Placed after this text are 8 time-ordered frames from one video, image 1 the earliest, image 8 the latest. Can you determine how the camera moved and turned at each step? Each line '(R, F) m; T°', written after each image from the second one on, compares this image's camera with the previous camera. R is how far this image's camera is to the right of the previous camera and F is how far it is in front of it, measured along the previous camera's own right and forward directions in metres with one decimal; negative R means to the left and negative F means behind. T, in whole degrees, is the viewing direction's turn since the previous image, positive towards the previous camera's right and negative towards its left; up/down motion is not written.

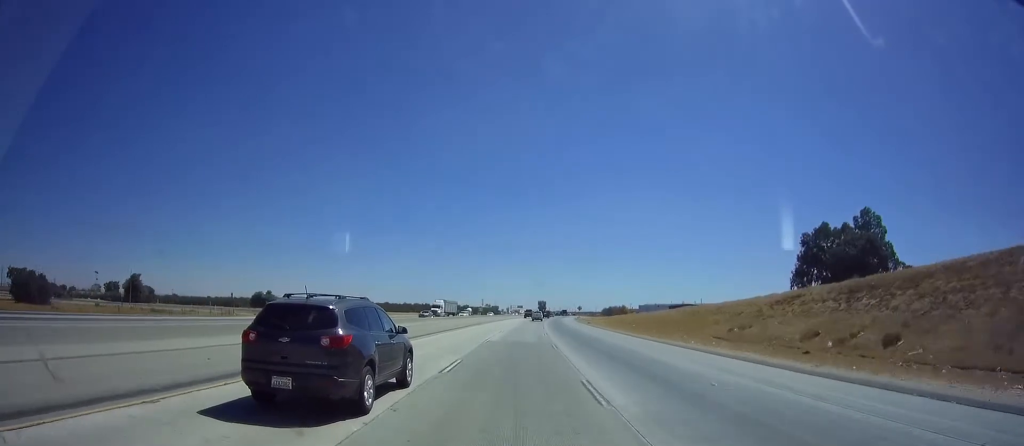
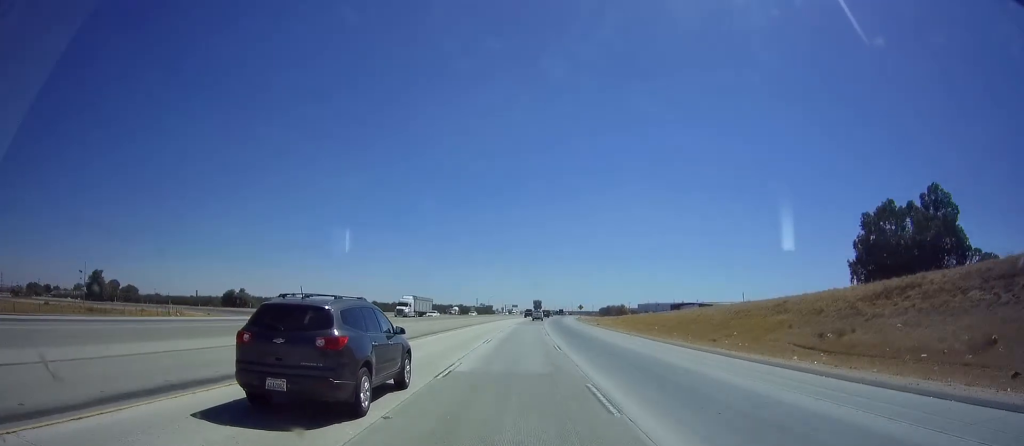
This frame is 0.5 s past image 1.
(+0.1, +15.5) m; 0°
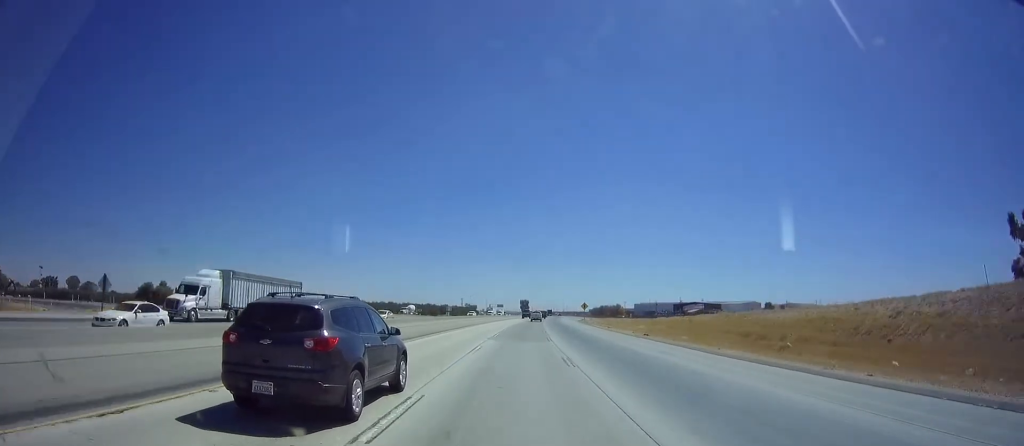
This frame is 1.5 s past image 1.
(-0.2, +35.4) m; +1°
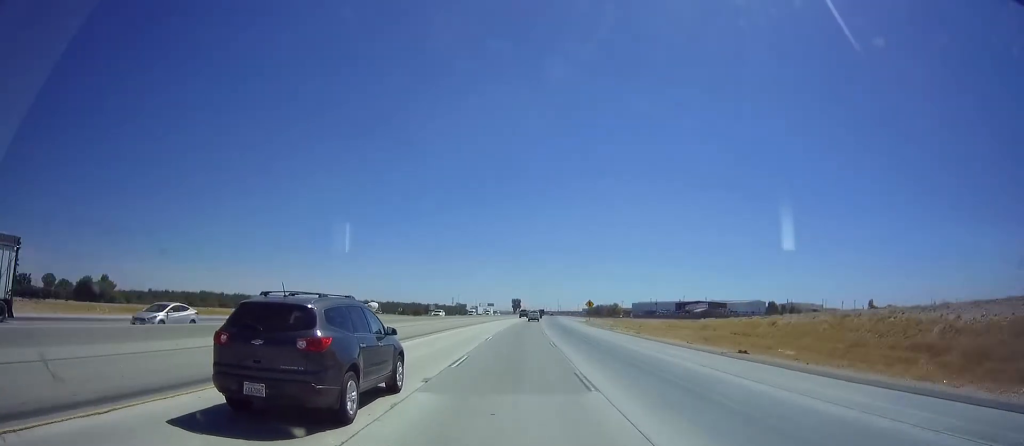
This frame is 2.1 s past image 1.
(+0.2, +19.9) m; +2°
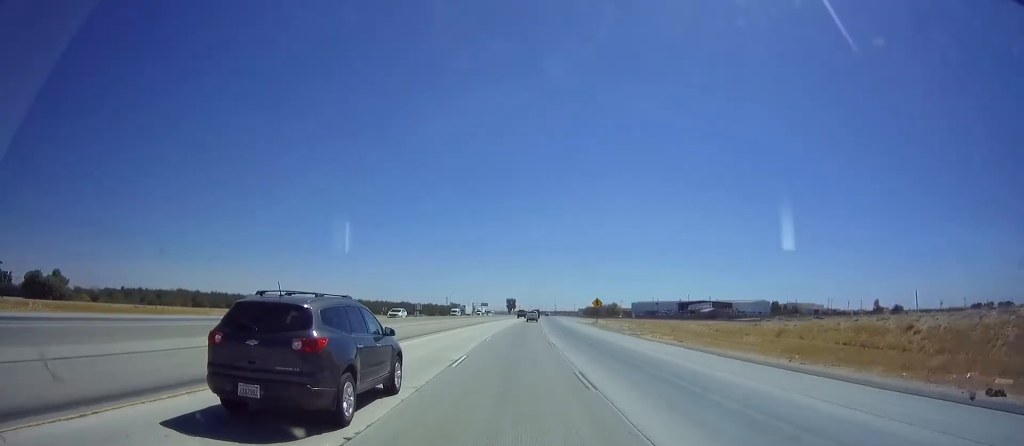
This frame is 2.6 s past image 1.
(+0.2, +14.3) m; +1°
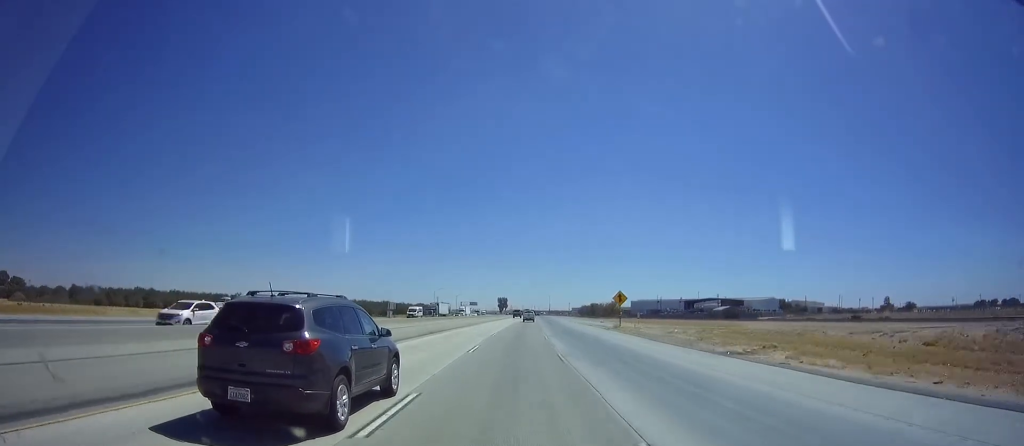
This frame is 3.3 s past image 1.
(+0.3, +23.1) m; +1°
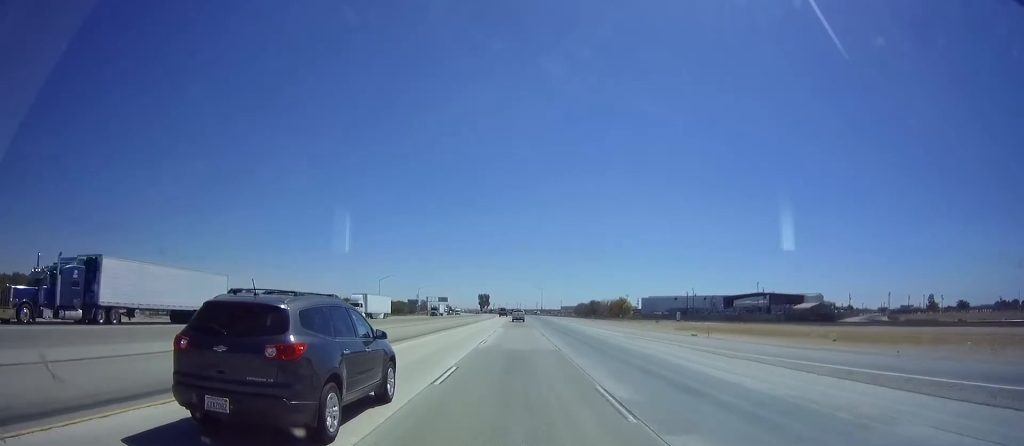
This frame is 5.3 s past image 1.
(+0.3, +67.3) m; 0°
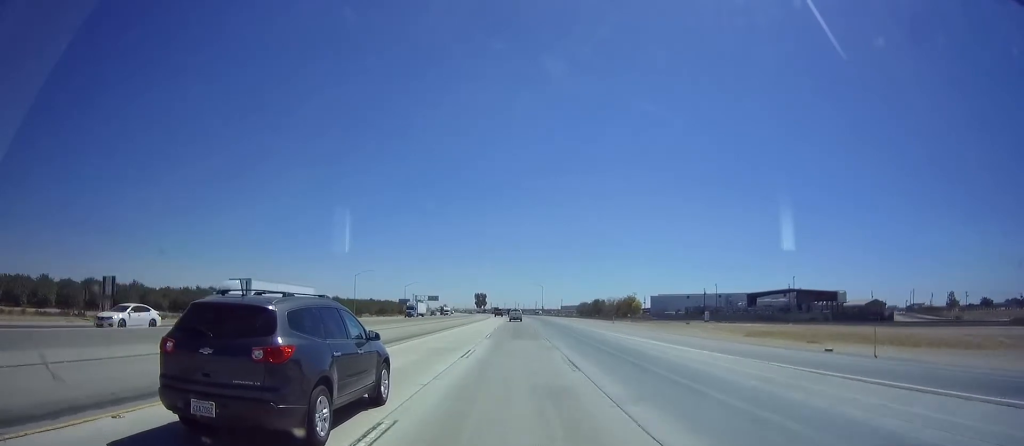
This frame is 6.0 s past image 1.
(+0.1, +22.1) m; 0°
